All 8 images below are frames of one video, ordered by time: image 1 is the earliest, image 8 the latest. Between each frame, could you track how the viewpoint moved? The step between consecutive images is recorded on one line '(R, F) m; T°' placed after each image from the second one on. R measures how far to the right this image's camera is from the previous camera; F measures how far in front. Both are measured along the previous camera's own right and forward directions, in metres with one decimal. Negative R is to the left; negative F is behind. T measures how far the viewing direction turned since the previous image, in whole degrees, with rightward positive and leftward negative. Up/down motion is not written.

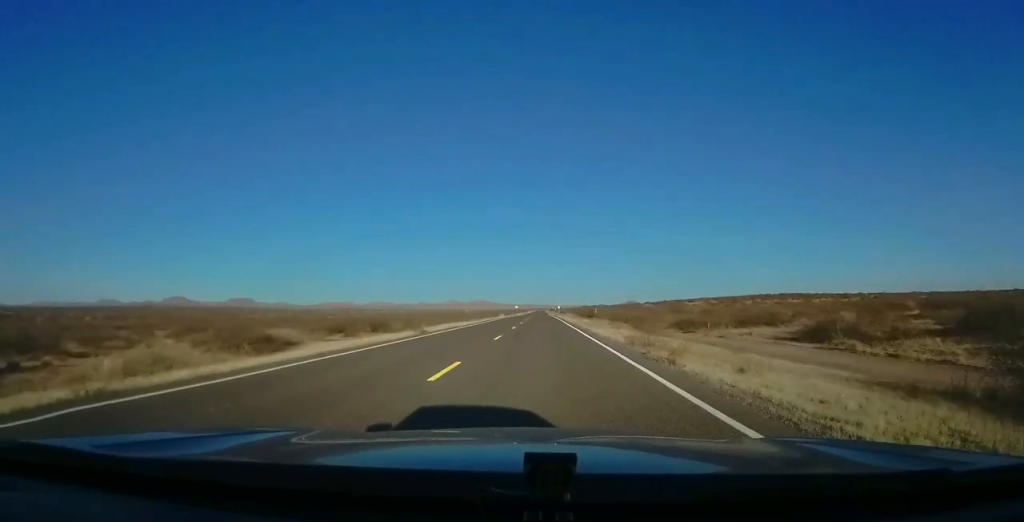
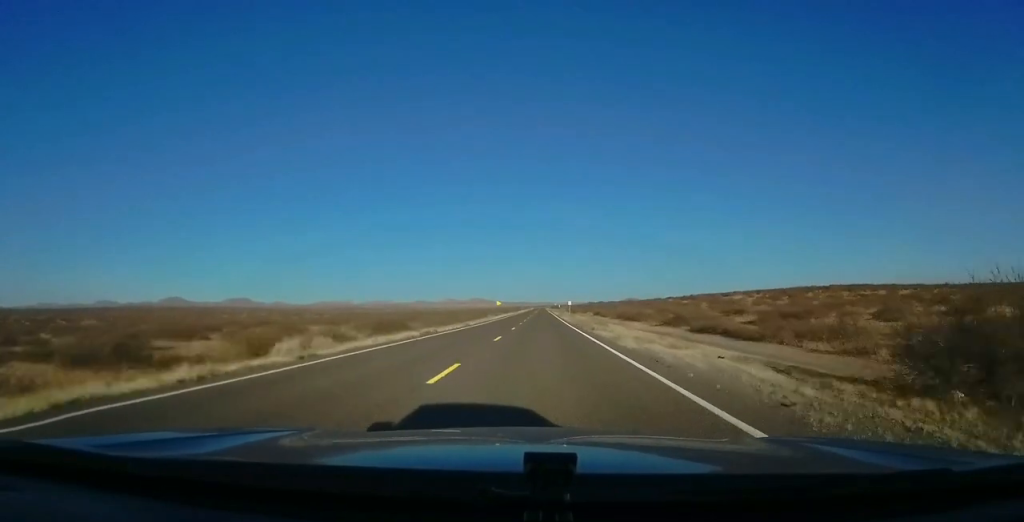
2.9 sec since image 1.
(-1.0, +85.7) m; +1°
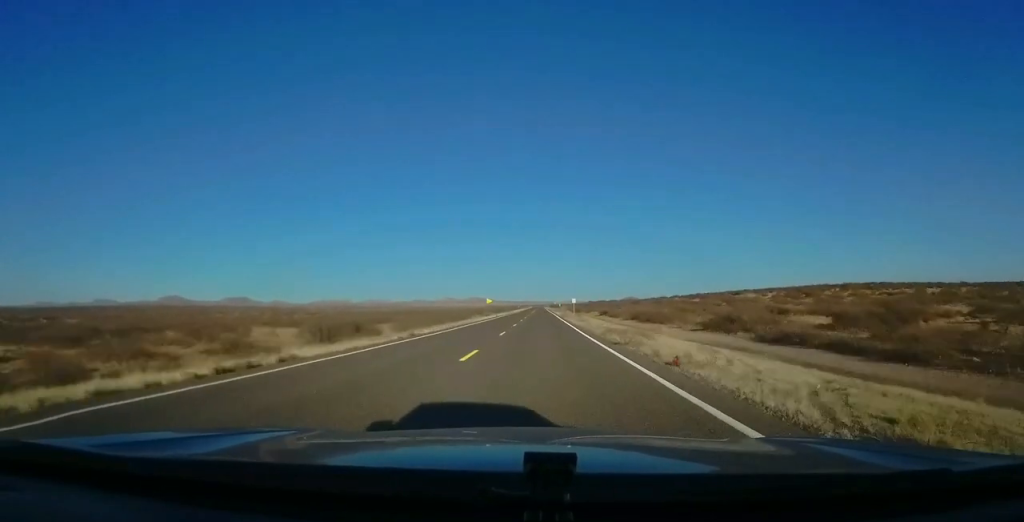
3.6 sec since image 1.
(+0.1, +20.5) m; +1°
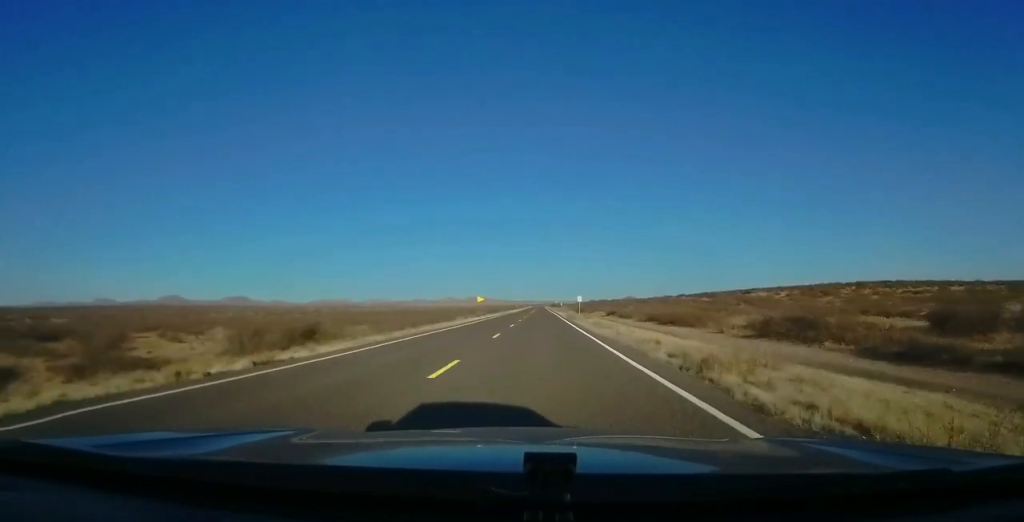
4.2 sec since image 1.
(-0.1, +15.6) m; +1°
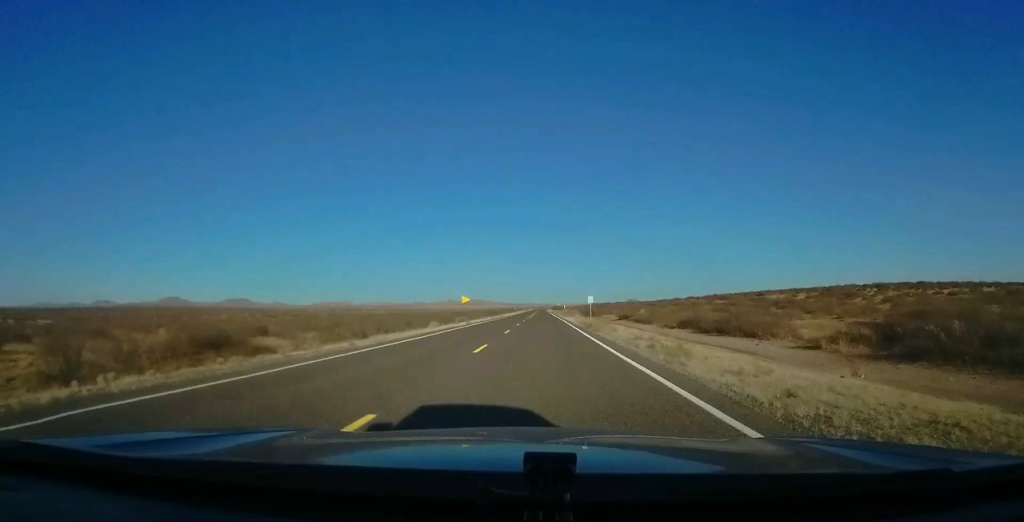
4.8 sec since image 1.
(+0.3, +18.6) m; 0°
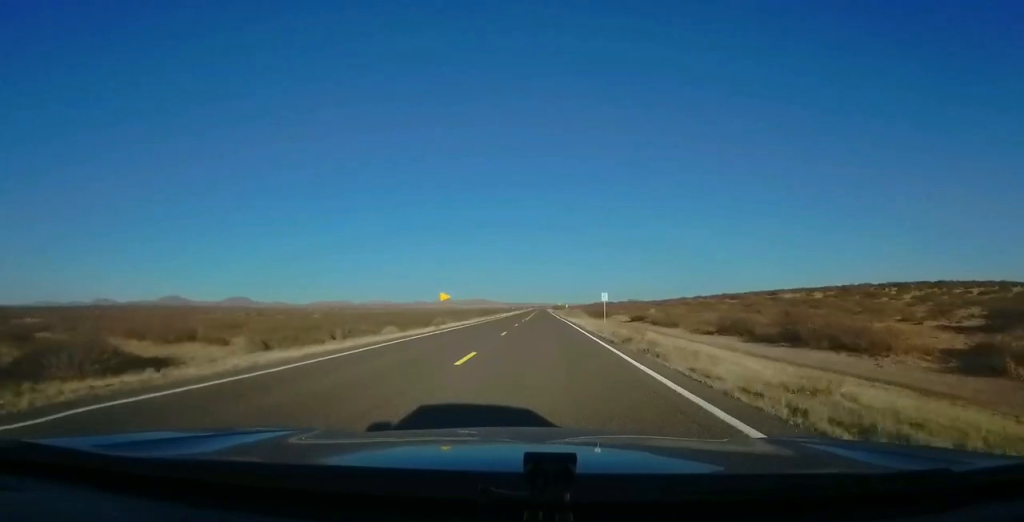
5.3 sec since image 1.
(+0.2, +15.6) m; 0°
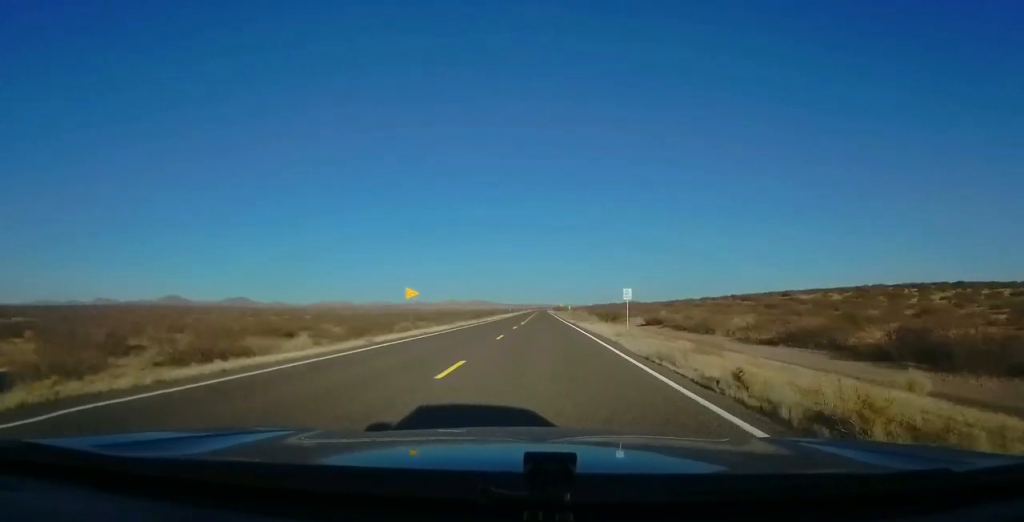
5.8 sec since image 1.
(-0.2, +14.7) m; -1°
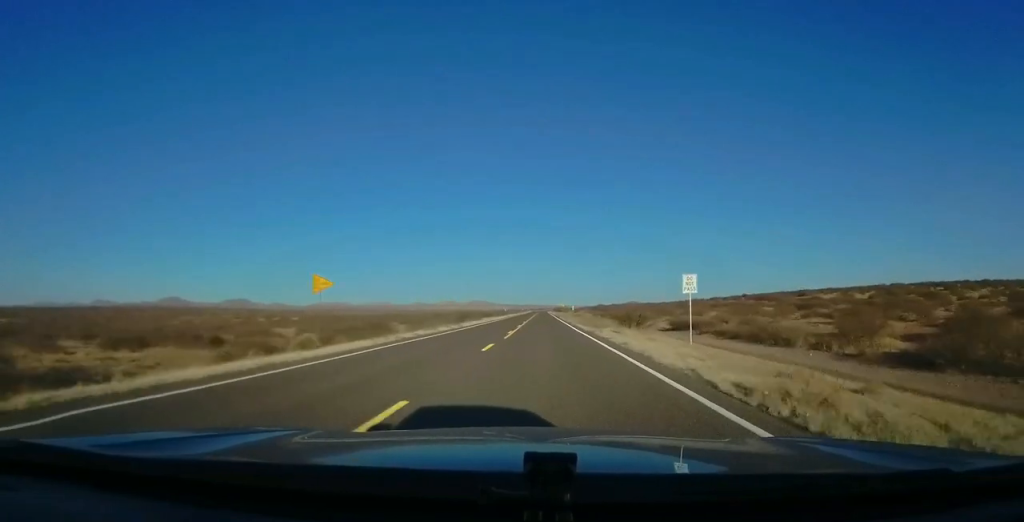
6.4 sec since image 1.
(-0.1, +17.6) m; -1°
